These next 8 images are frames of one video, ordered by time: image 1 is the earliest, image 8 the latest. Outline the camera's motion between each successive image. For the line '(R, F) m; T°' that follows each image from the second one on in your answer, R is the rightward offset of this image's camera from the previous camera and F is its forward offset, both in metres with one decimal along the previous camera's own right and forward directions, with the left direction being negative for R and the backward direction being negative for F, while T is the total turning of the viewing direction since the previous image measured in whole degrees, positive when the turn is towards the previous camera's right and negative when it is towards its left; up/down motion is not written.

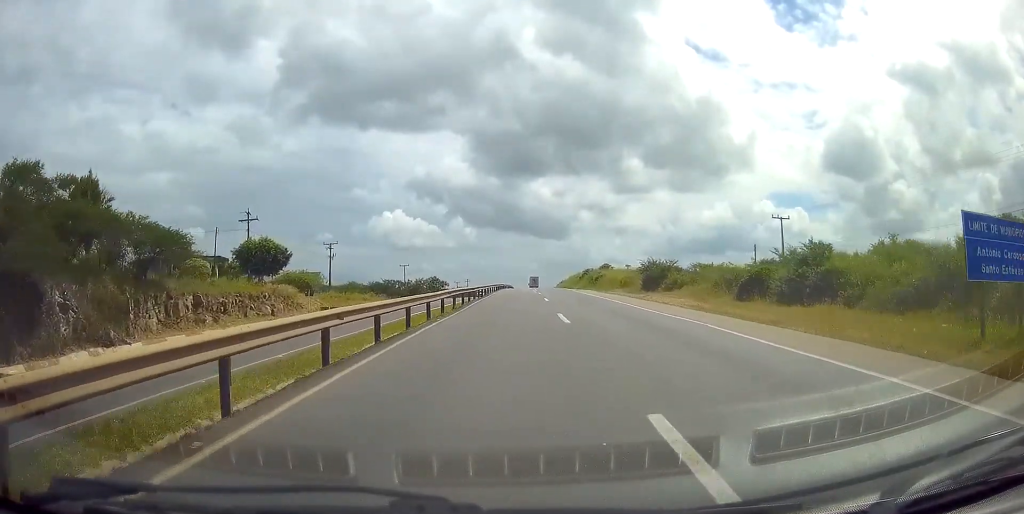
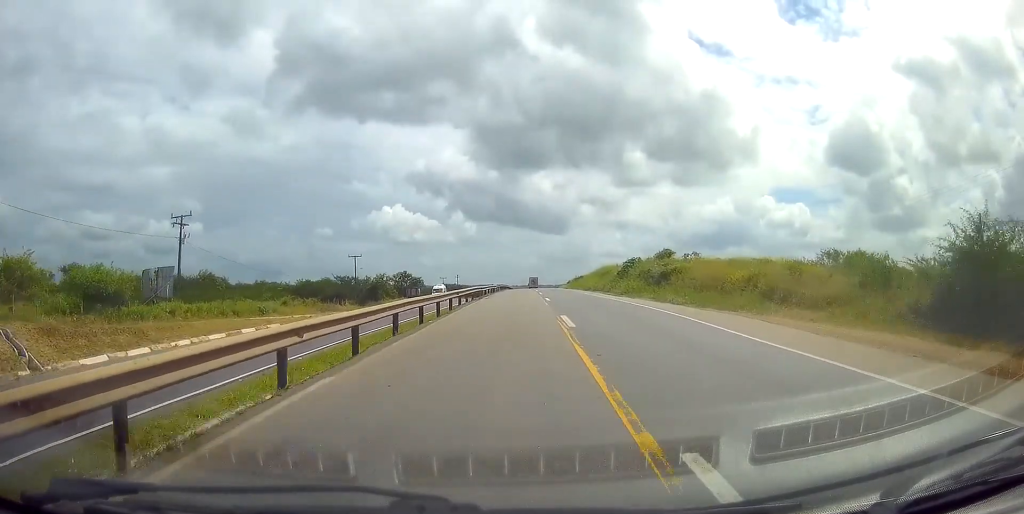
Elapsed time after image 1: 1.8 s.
(-0.3, +46.4) m; -1°
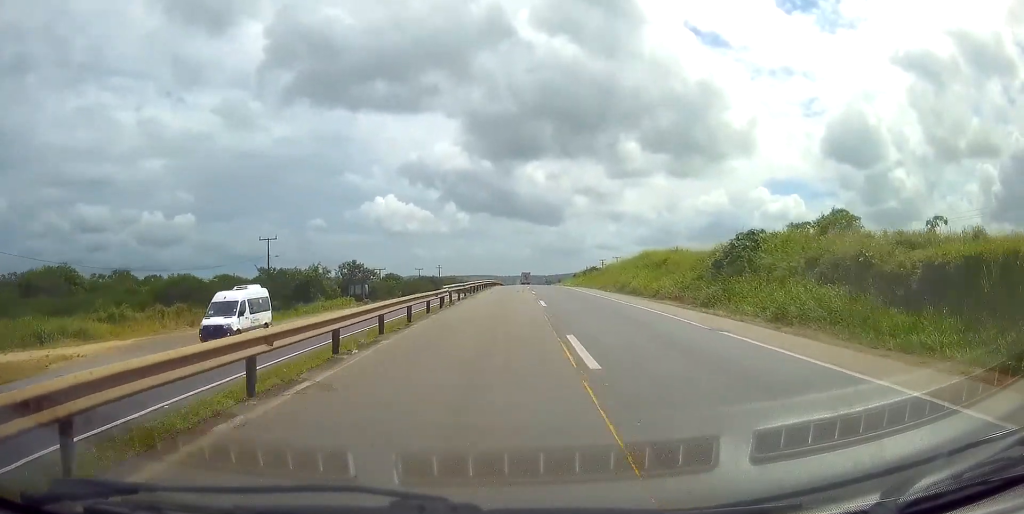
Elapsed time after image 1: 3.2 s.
(0.0, +36.7) m; 0°
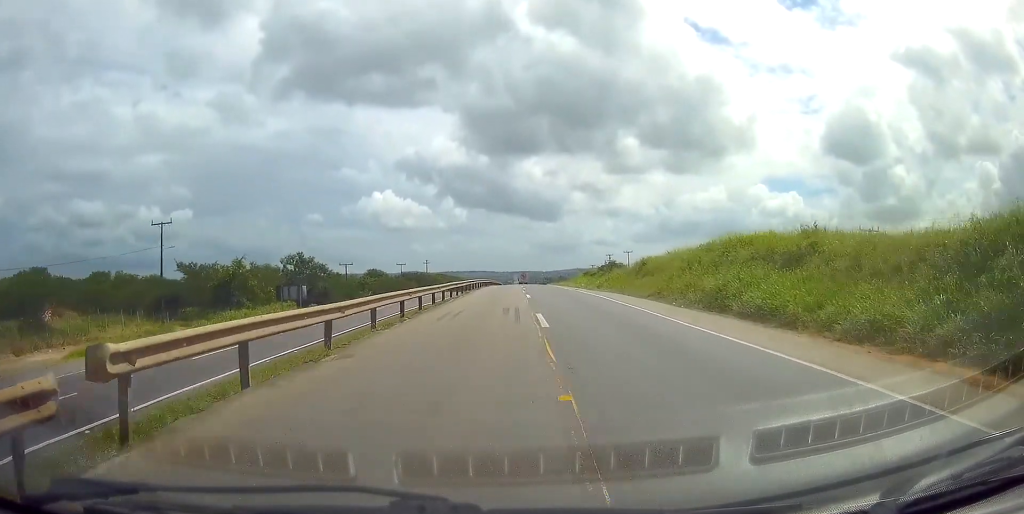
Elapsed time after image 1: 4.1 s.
(+0.2, +24.6) m; 0°
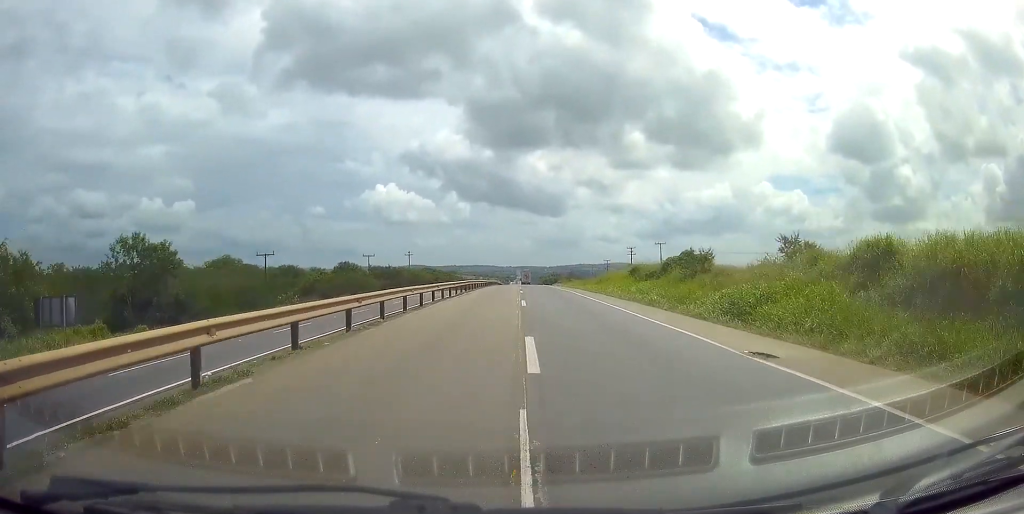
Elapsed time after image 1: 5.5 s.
(-0.1, +36.8) m; 0°
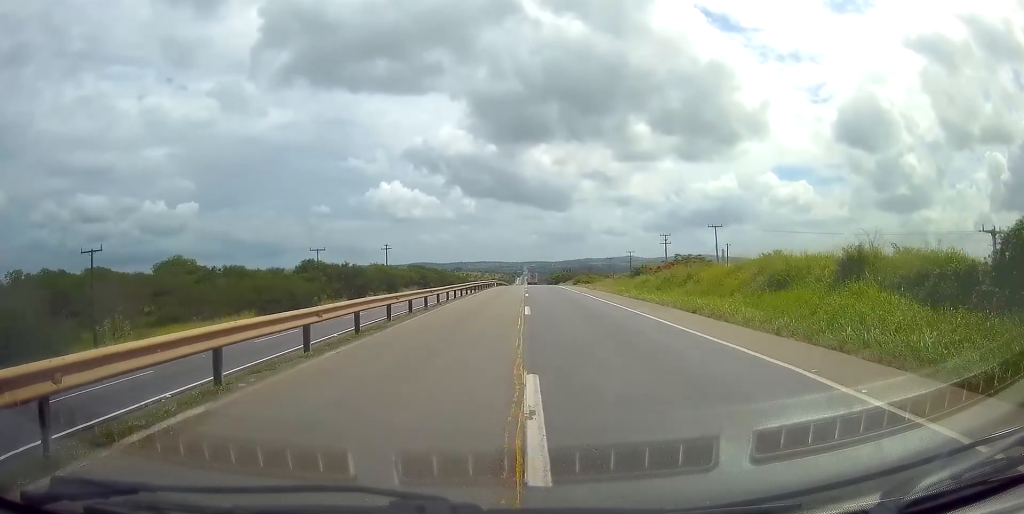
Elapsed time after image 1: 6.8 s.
(+0.4, +35.1) m; 0°
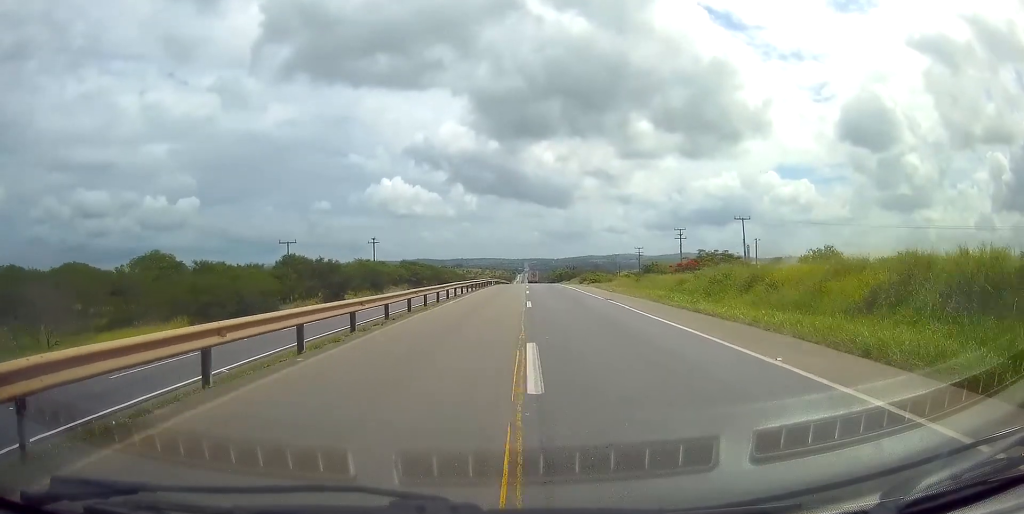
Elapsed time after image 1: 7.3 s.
(0.0, +12.3) m; 0°
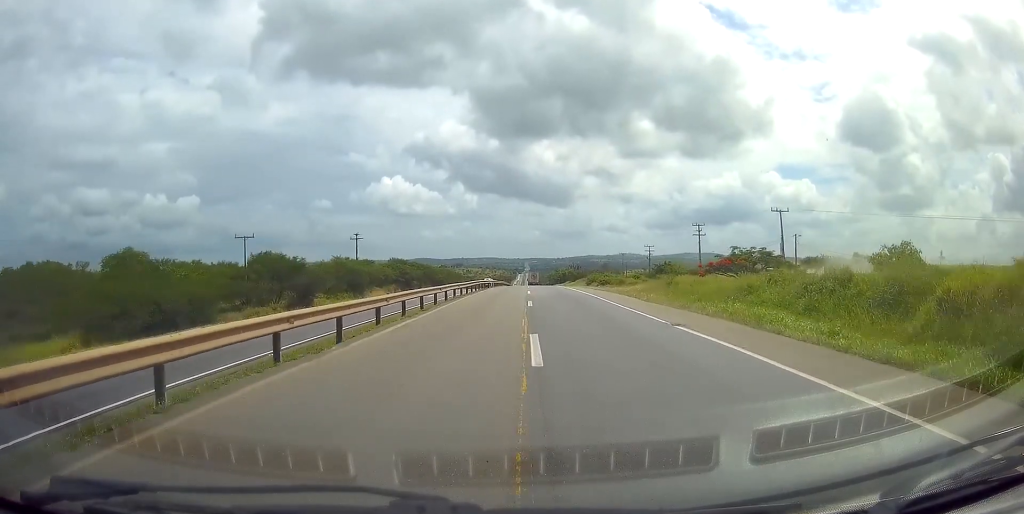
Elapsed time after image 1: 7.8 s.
(-0.1, +13.2) m; -1°
